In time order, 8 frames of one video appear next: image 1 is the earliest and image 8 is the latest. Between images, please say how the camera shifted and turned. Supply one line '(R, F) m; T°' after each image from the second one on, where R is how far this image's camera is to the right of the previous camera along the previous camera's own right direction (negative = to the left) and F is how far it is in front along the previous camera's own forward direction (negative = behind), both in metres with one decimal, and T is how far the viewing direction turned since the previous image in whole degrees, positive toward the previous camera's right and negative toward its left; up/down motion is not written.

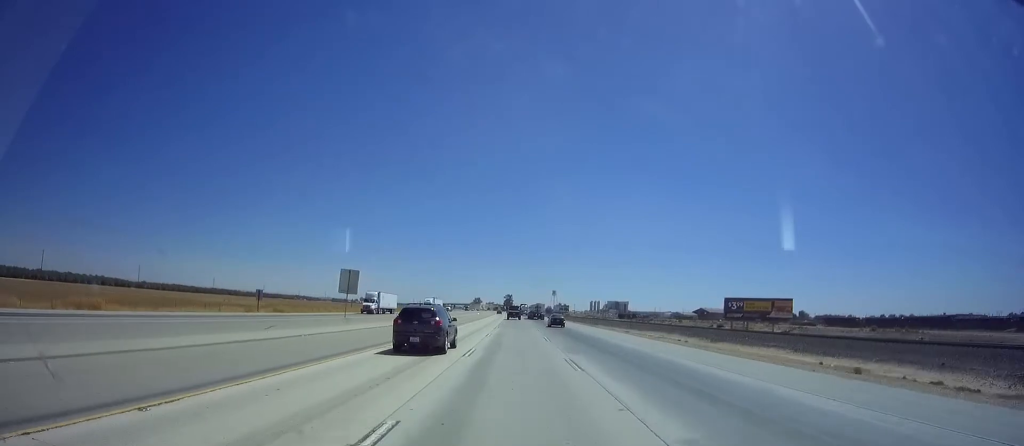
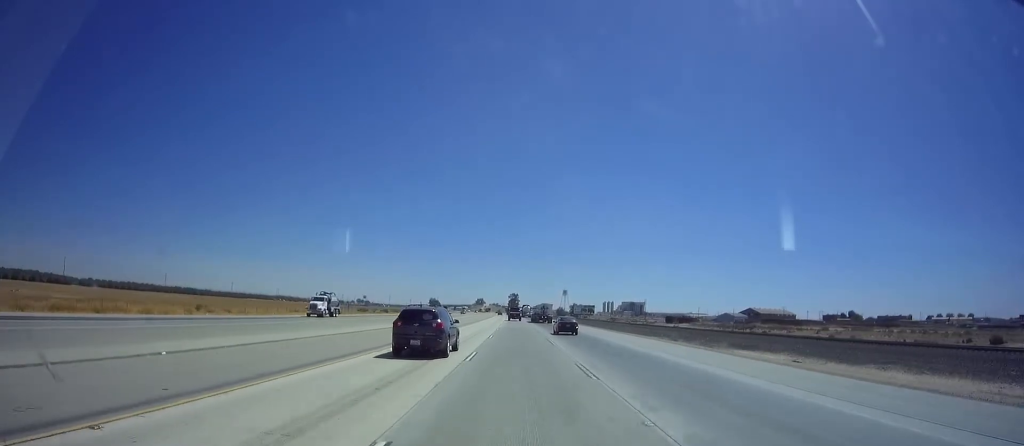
(-1.0, +88.4) m; -1°
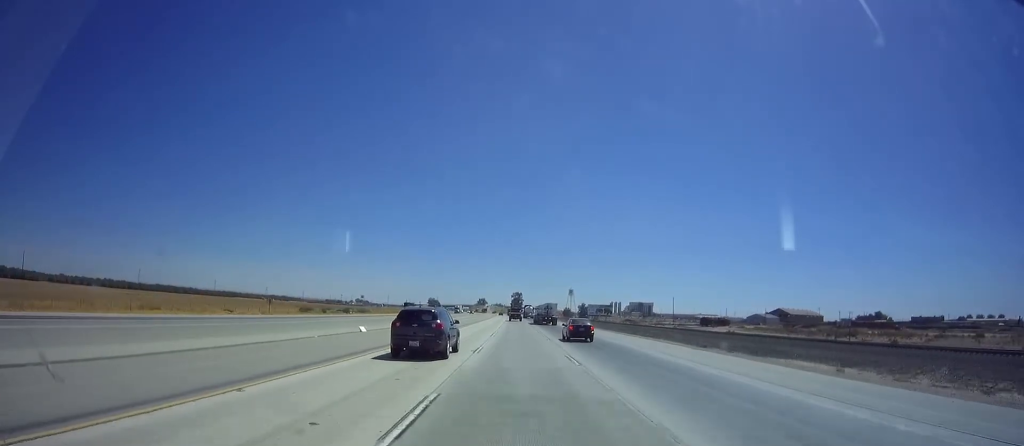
(-0.1, +39.8) m; 0°
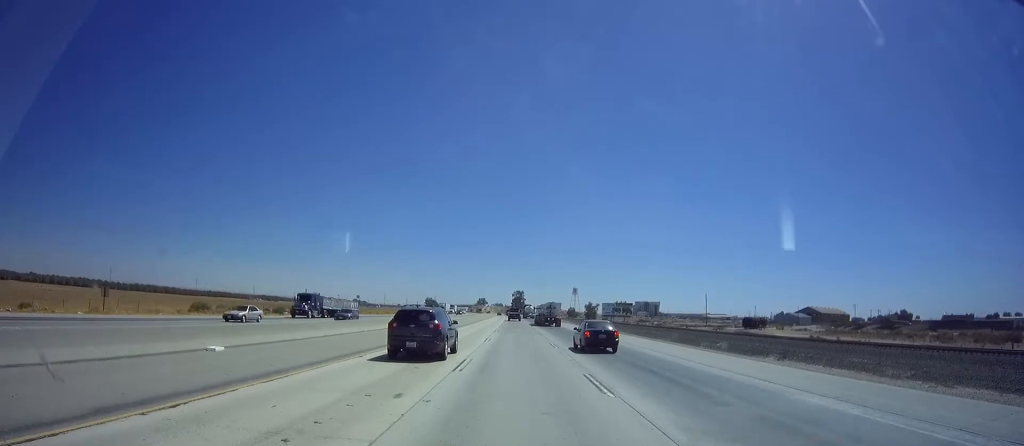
(+0.1, +35.4) m; 0°
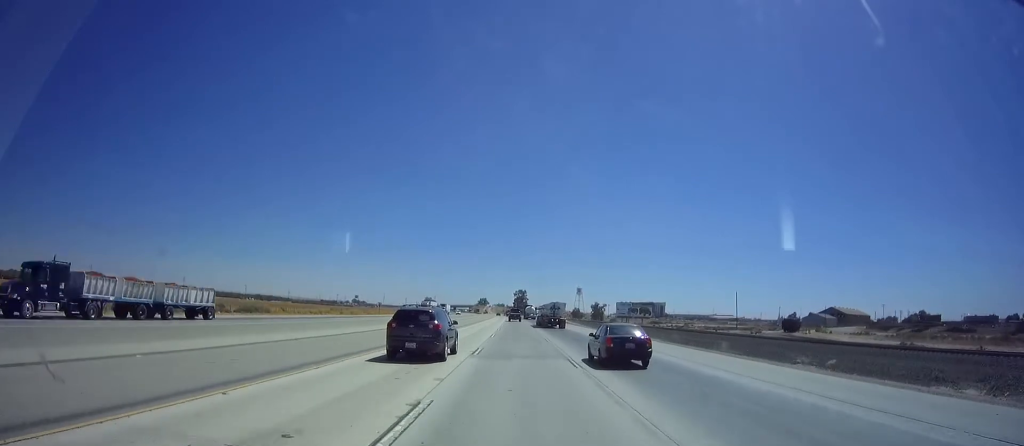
(0.0, +23.2) m; 0°
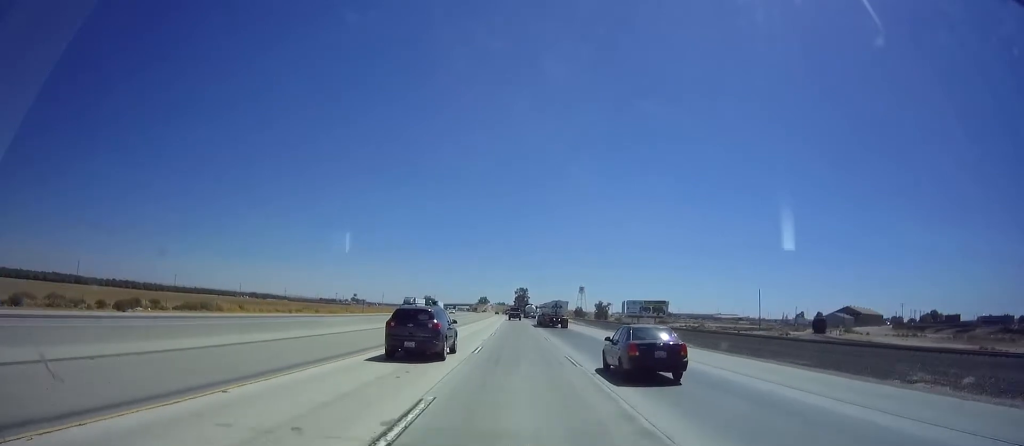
(0.0, +14.4) m; 0°
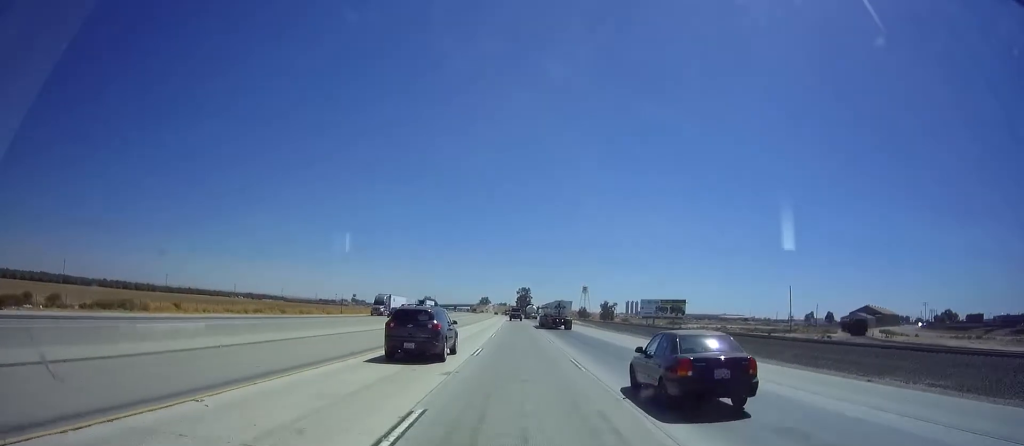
(0.0, +15.5) m; 0°
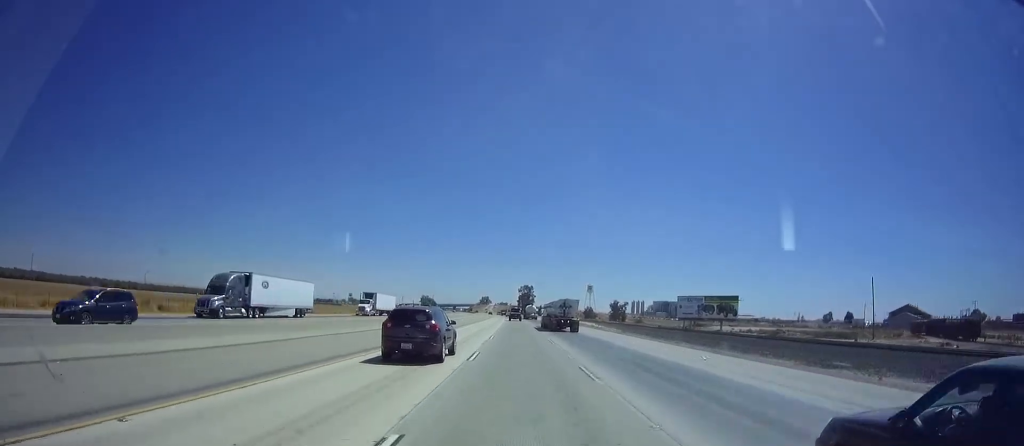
(0.0, +31.0) m; -1°
